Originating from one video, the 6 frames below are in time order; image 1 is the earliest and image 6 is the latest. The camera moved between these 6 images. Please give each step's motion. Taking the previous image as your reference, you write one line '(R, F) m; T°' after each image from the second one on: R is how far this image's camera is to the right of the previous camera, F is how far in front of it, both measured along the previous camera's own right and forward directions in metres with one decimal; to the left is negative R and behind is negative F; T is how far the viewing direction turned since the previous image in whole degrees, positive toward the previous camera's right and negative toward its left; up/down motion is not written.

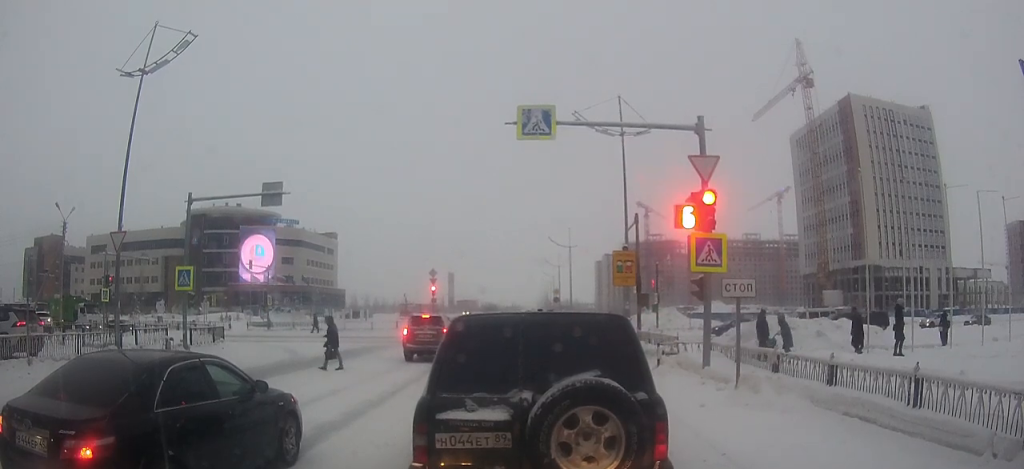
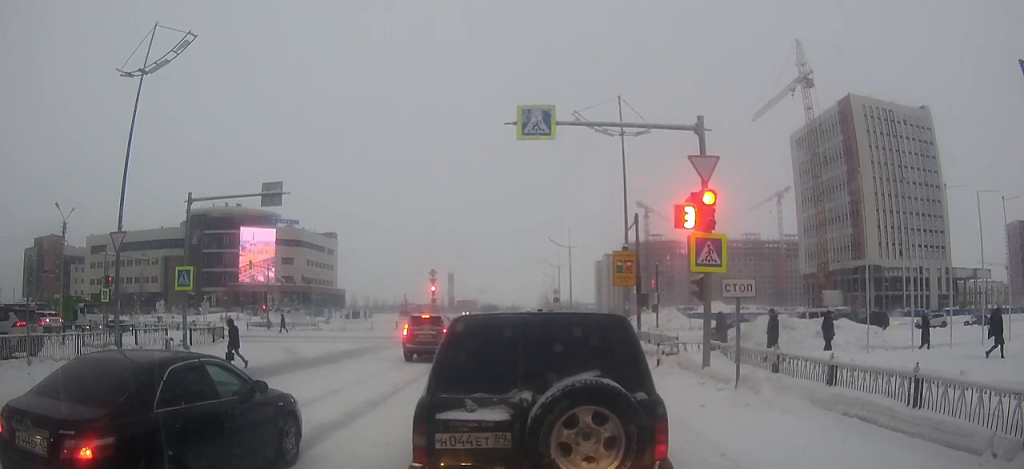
(-0.1, 0.0) m; 0°
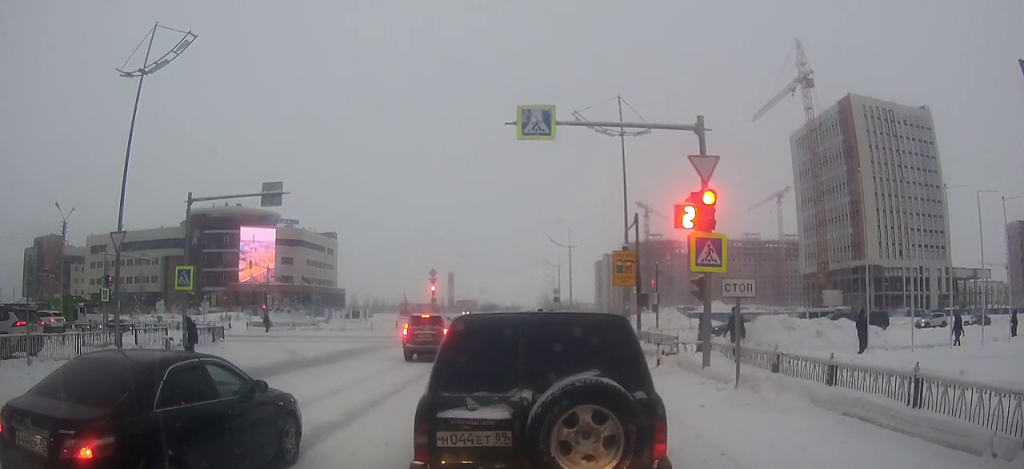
(-0.2, 0.0) m; 0°
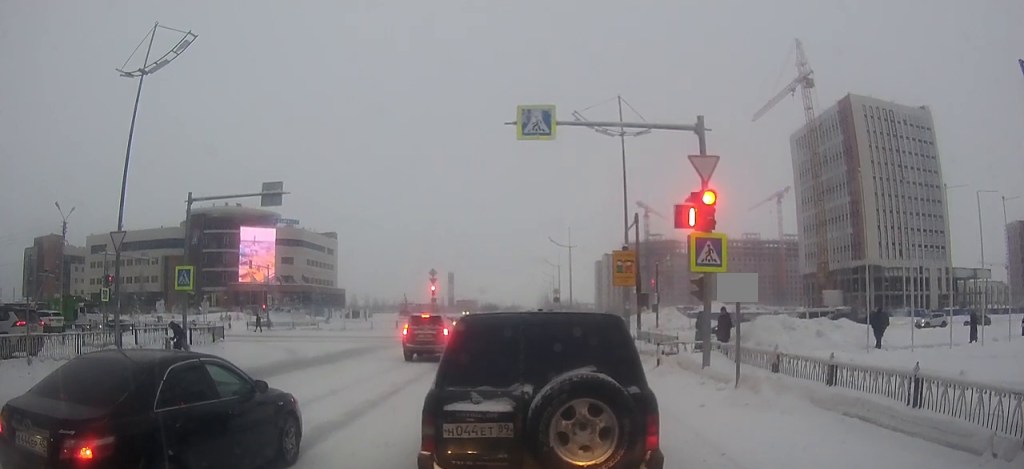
(-0.2, +0.1) m; 0°
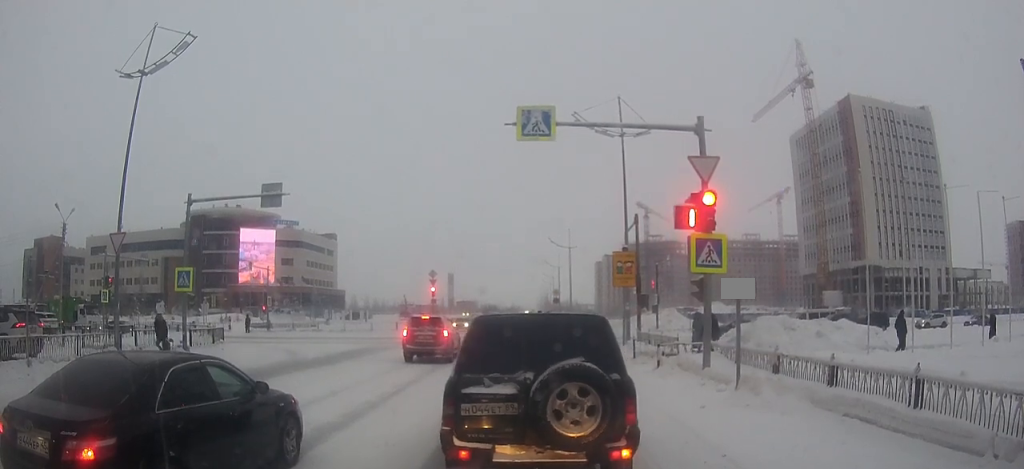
(-0.2, +0.7) m; 0°
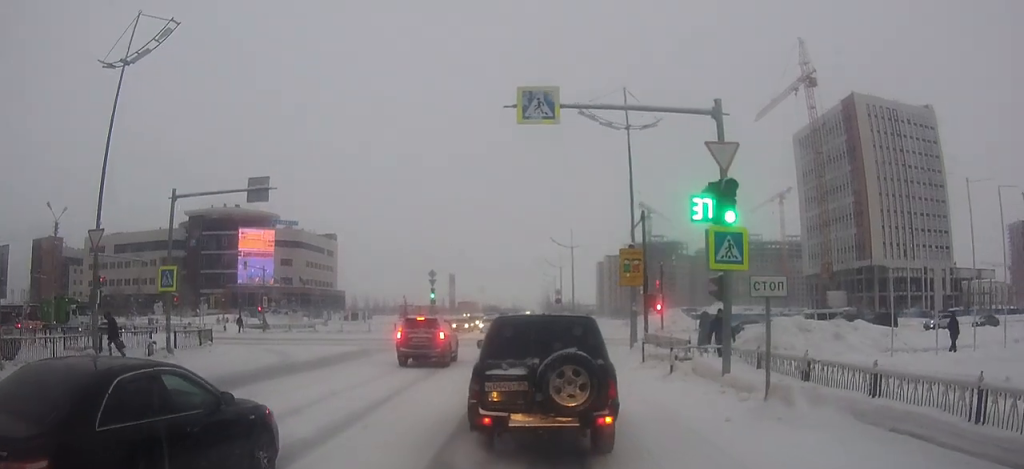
(0.0, +2.6) m; -1°
